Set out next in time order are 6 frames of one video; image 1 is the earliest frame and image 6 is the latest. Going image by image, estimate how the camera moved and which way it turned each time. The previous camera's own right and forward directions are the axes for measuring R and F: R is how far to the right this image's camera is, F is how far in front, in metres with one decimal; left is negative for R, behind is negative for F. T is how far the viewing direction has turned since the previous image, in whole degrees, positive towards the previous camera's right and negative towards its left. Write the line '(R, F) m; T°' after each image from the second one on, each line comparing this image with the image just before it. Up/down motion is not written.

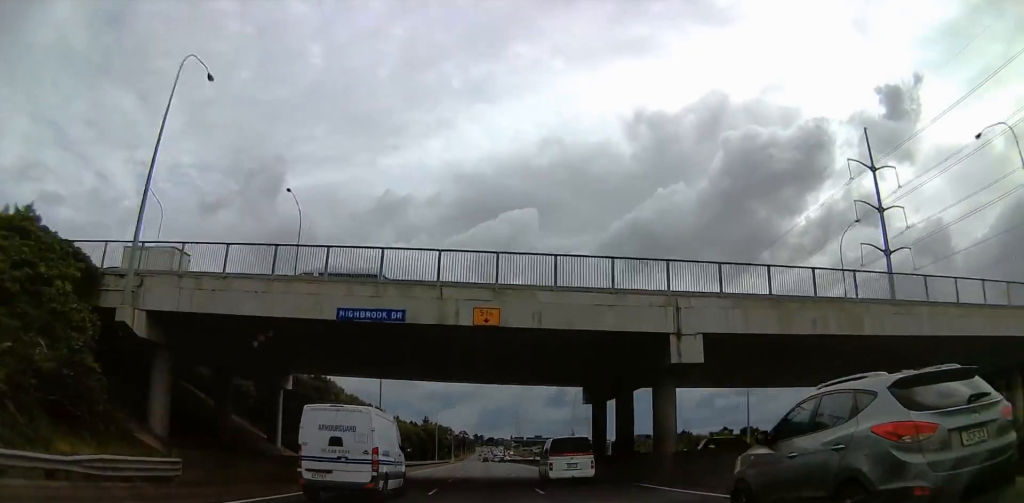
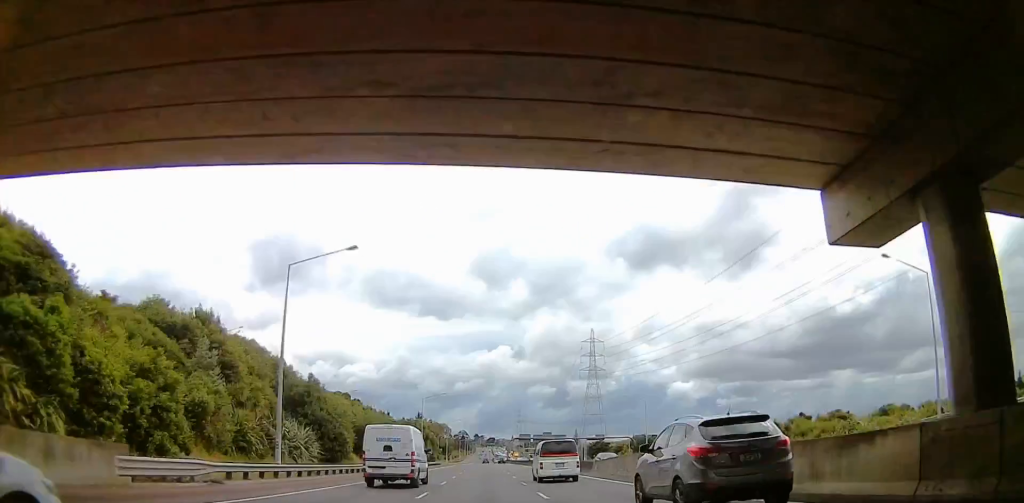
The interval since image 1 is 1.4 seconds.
(-0.8, +32.0) m; -1°
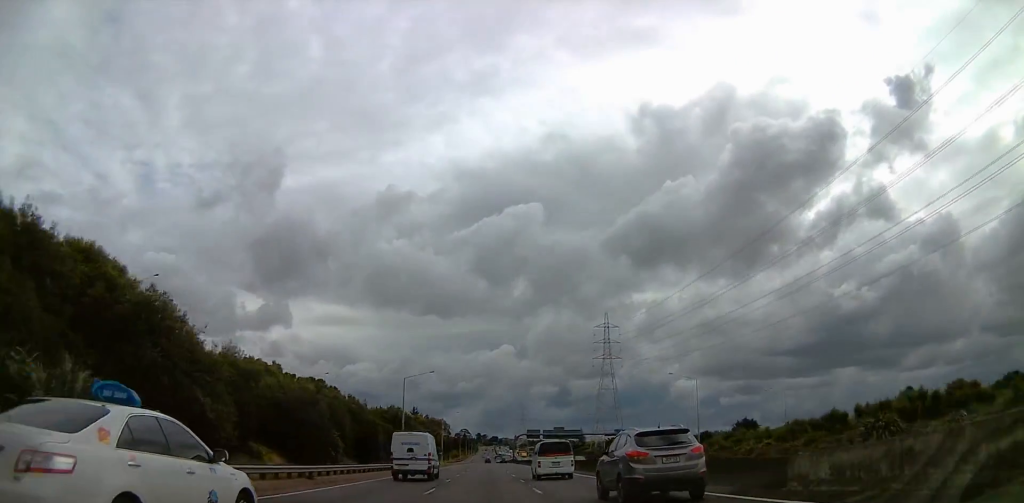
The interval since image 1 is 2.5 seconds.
(+0.1, +27.5) m; +2°
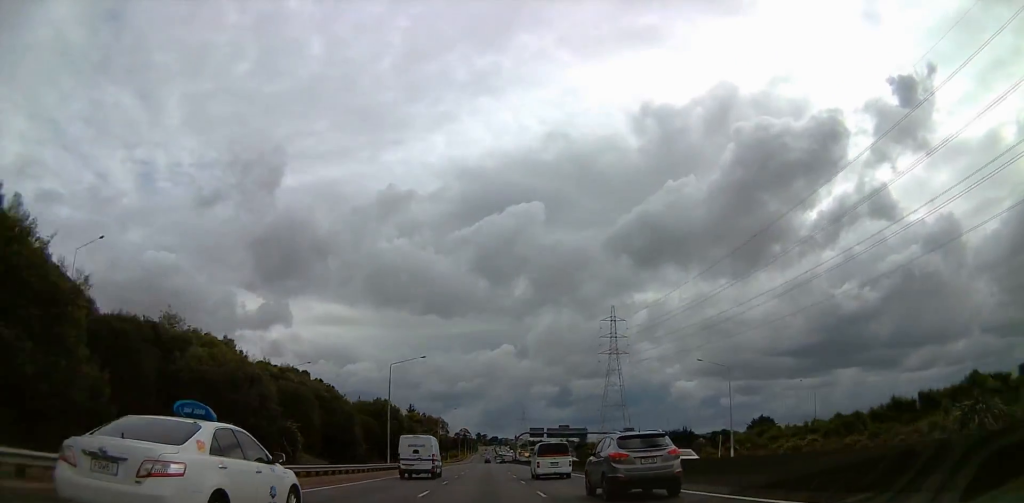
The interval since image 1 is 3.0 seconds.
(+0.2, +11.4) m; +1°
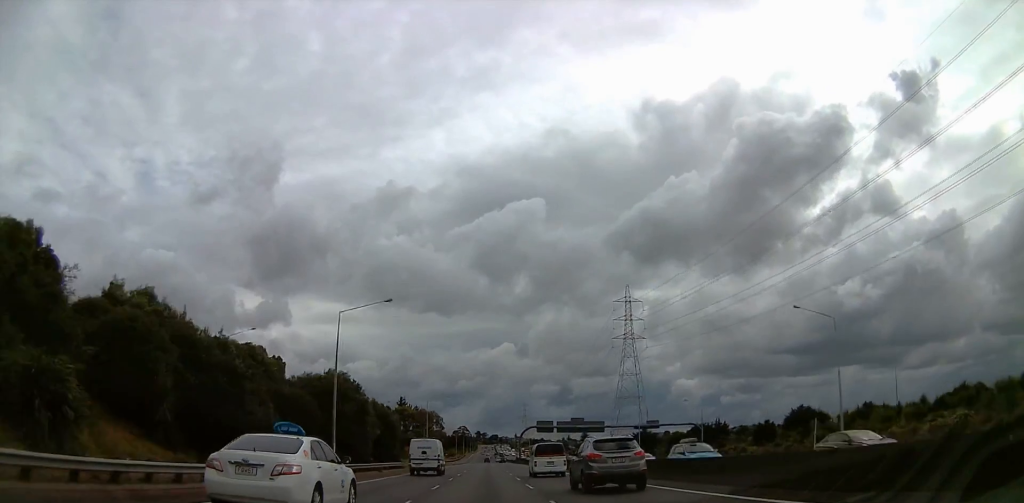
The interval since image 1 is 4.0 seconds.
(+0.3, +24.7) m; 0°
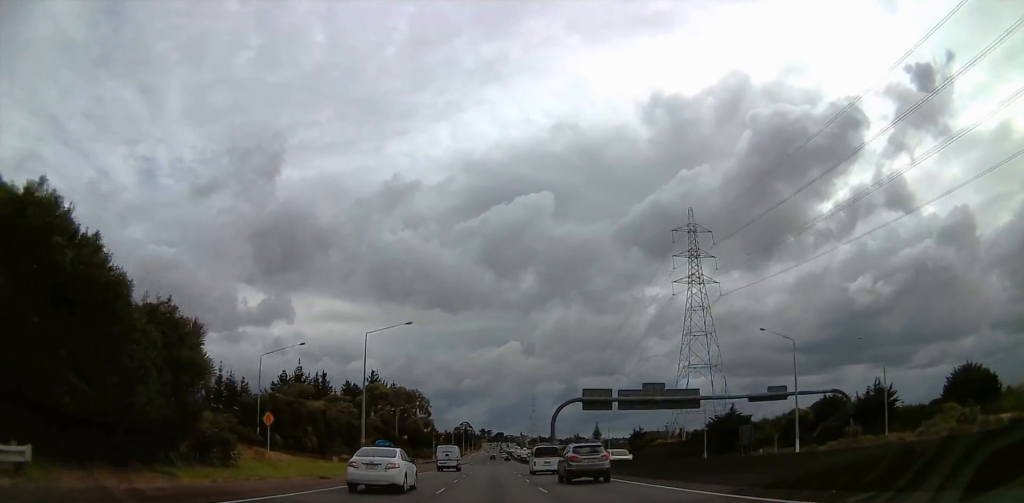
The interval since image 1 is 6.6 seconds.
(-1.6, +61.1) m; -2°
